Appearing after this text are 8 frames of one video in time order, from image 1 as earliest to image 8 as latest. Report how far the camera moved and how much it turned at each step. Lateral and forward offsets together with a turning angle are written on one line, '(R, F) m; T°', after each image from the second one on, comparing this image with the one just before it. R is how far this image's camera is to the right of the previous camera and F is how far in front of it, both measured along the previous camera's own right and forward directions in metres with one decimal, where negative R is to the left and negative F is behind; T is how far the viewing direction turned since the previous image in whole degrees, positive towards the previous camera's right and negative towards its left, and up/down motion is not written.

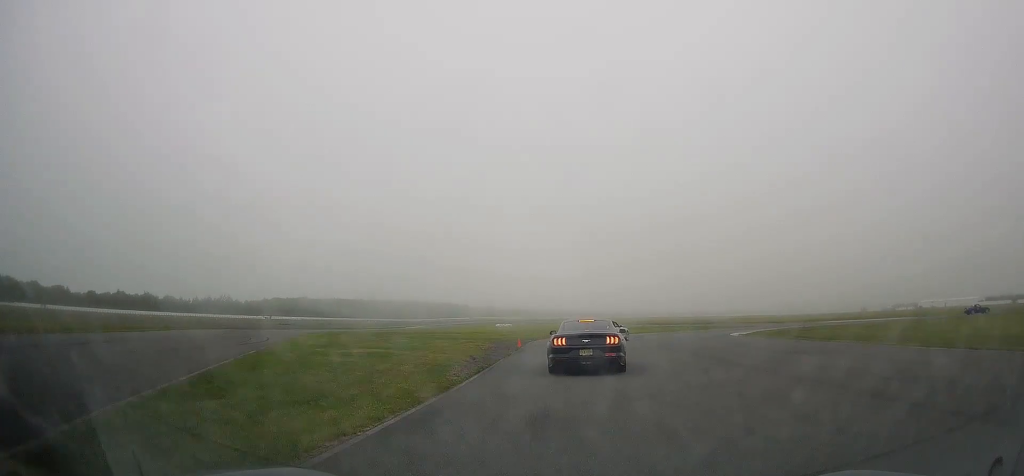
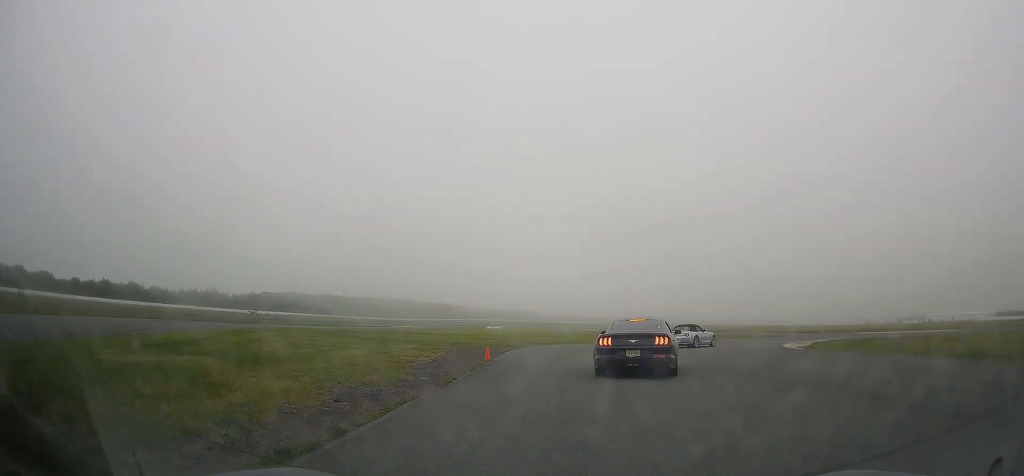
(+0.2, +13.1) m; +3°
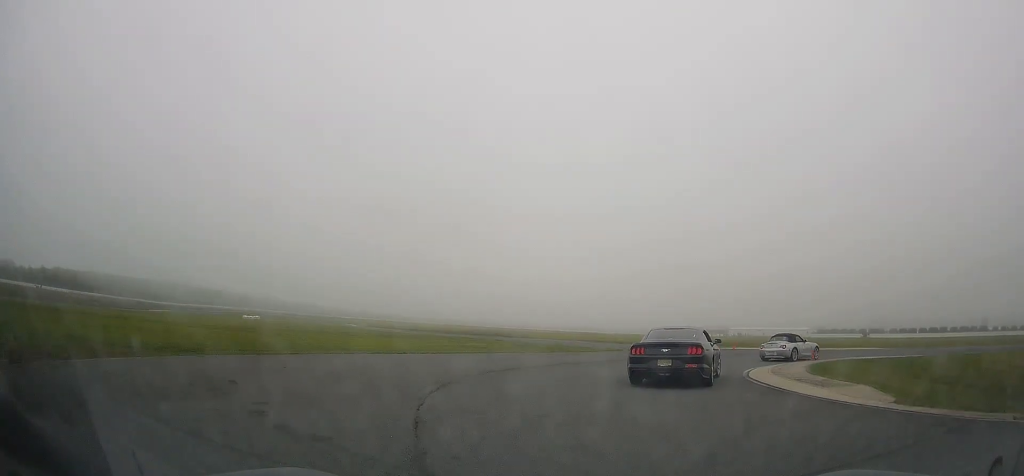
(+2.9, +24.2) m; +21°
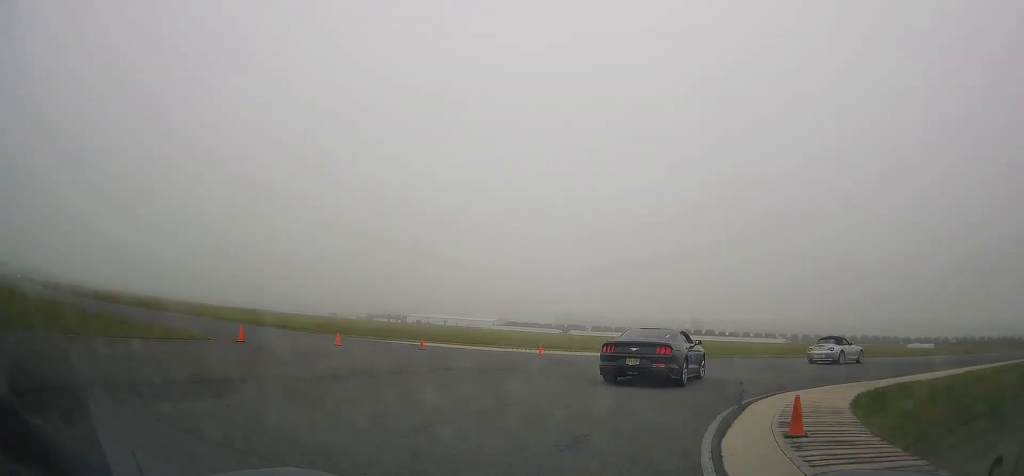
(+5.3, +19.3) m; +34°
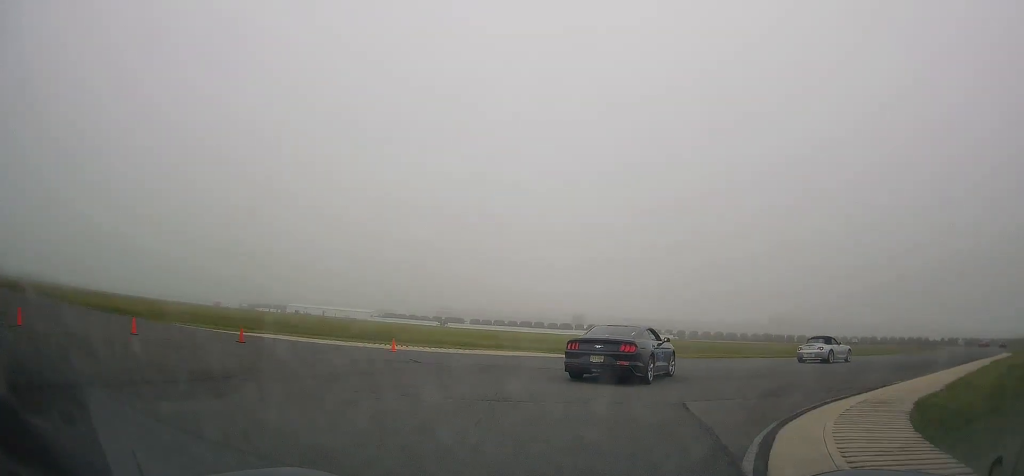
(+0.6, +5.9) m; +12°
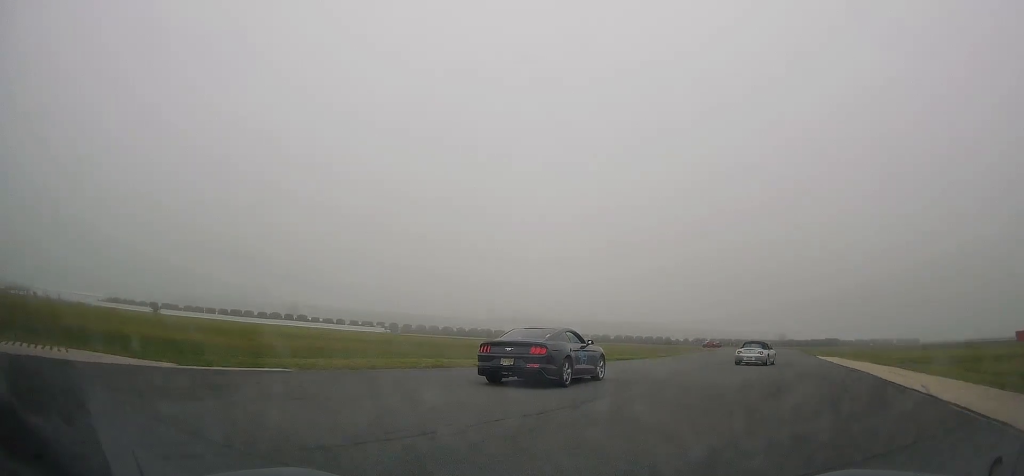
(+3.4, +14.3) m; +29°
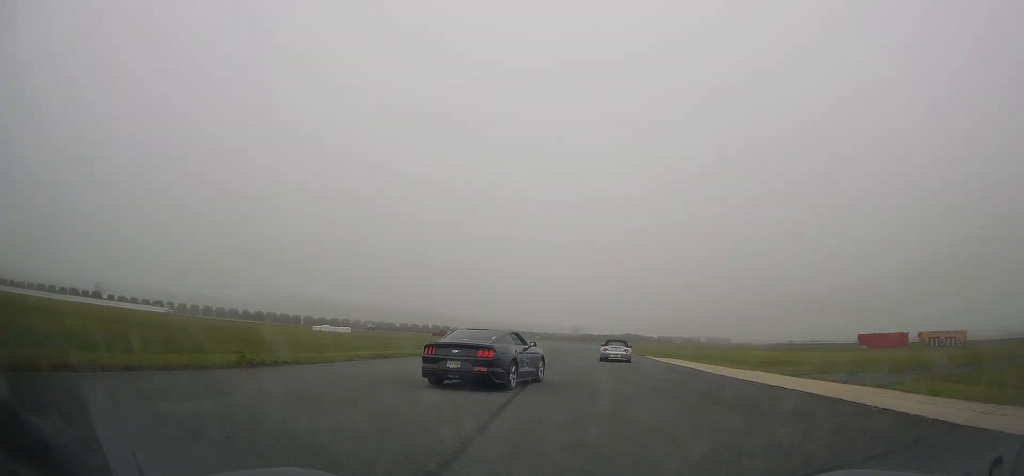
(+2.8, +12.5) m; +15°
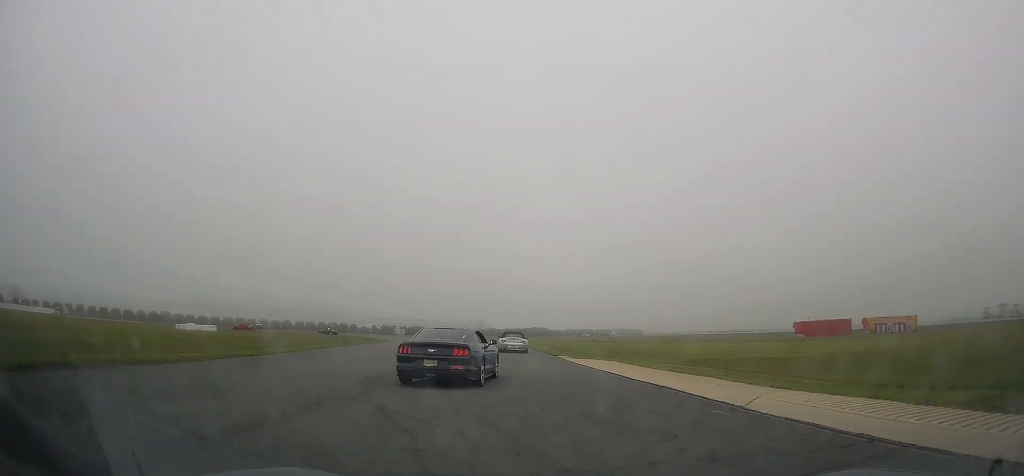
(+1.4, +15.8) m; +6°
